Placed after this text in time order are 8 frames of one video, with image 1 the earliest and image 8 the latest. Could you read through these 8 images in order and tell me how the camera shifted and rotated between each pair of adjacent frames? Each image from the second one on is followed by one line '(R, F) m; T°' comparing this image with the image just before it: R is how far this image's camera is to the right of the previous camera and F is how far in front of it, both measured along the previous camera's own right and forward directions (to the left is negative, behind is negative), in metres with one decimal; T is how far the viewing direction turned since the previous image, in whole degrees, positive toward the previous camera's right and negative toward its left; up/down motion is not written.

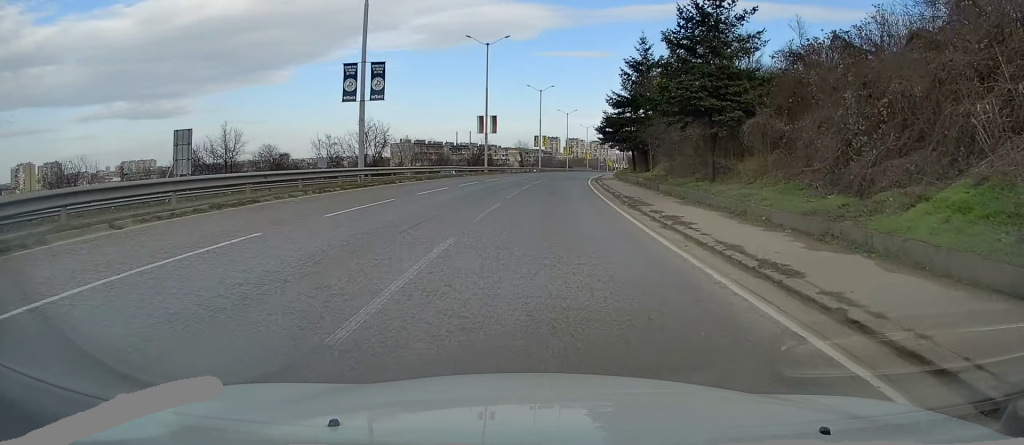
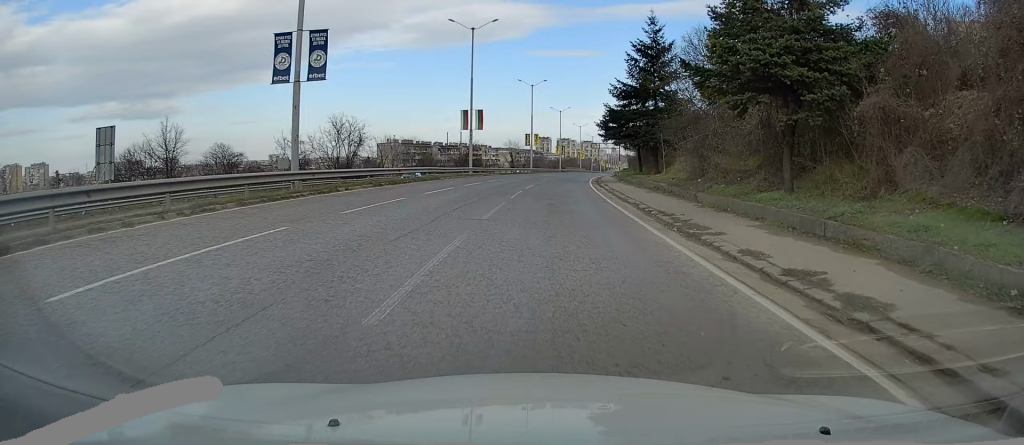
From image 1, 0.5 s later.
(+0.1, +8.4) m; 0°
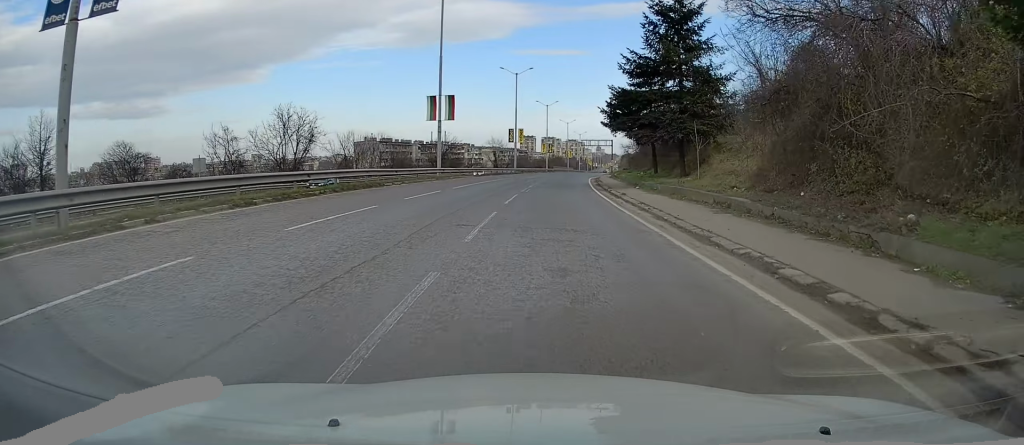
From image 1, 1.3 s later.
(0.0, +12.7) m; +1°
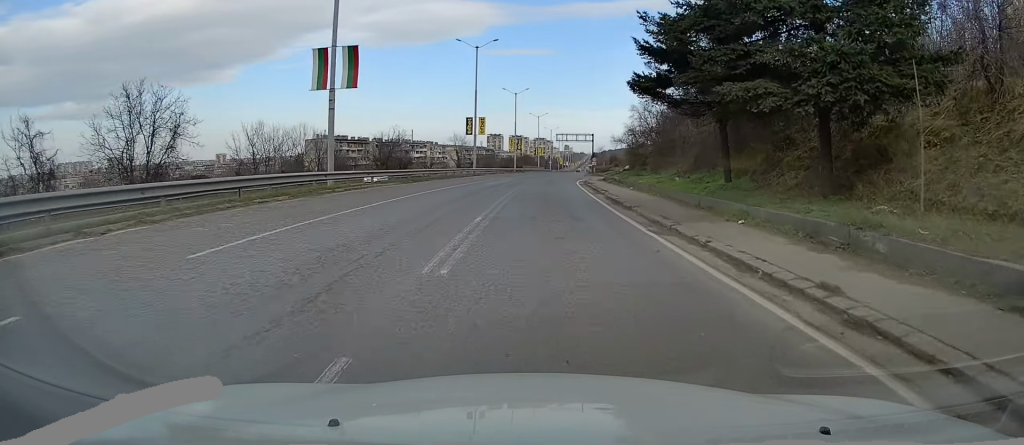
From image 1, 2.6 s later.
(+0.6, +21.3) m; +2°
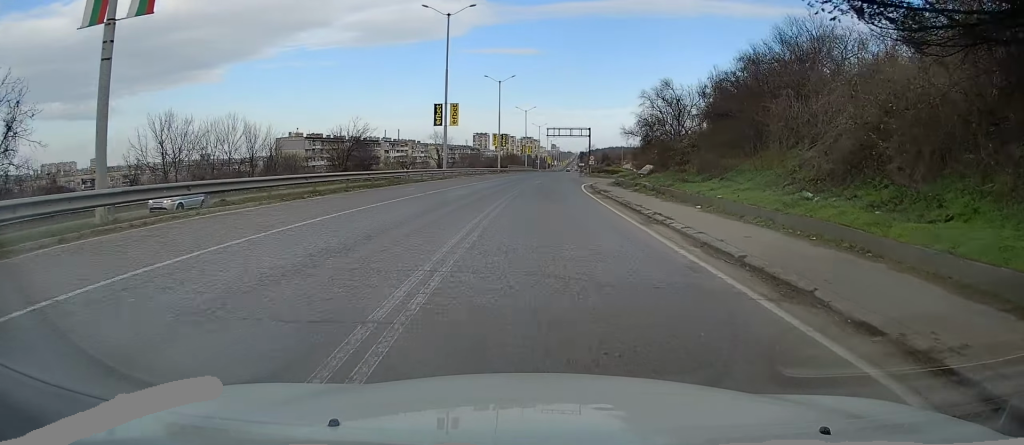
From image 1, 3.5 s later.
(0.0, +15.8) m; +2°
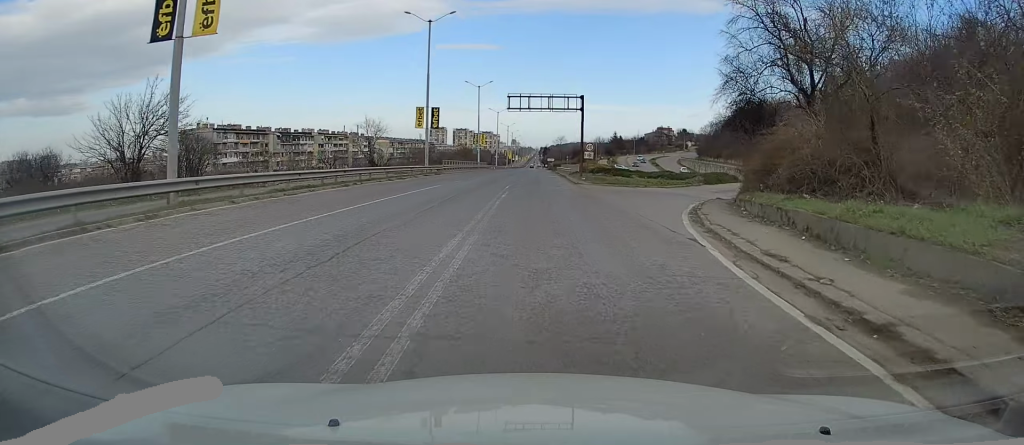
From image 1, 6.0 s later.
(+1.5, +40.2) m; +3°
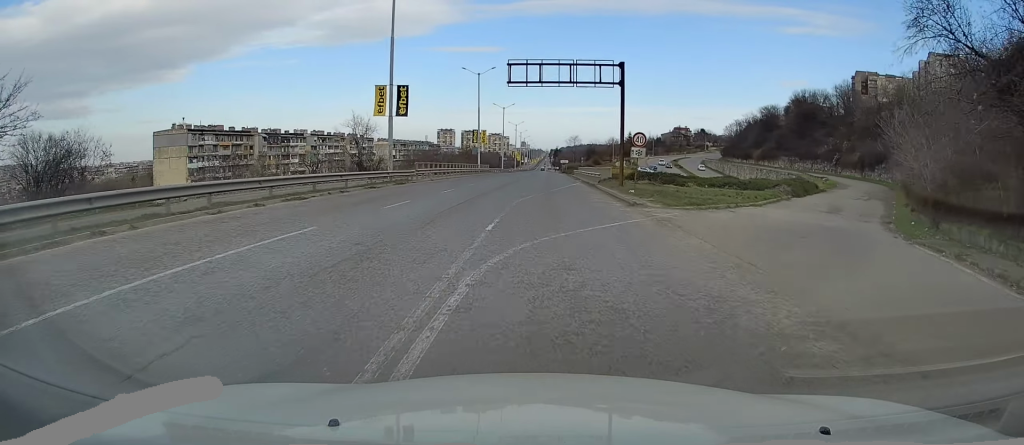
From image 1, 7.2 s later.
(+0.1, +19.0) m; 0°
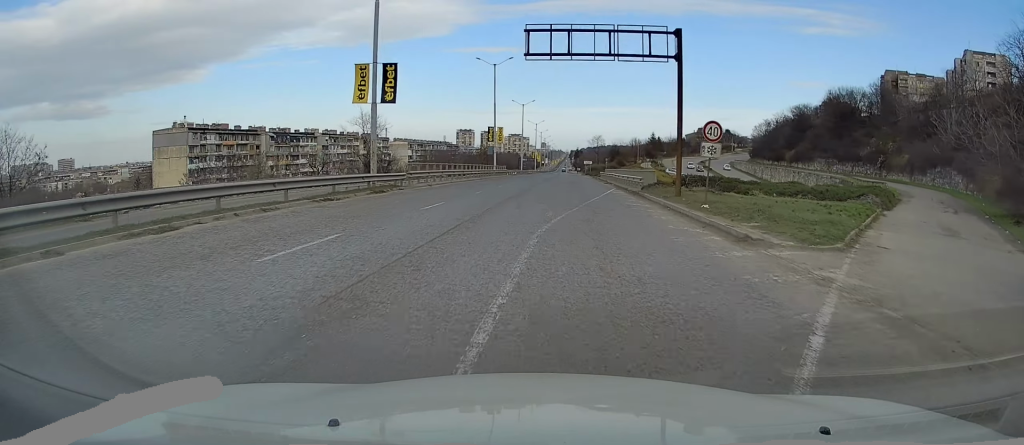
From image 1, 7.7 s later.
(0.0, +9.2) m; 0°
